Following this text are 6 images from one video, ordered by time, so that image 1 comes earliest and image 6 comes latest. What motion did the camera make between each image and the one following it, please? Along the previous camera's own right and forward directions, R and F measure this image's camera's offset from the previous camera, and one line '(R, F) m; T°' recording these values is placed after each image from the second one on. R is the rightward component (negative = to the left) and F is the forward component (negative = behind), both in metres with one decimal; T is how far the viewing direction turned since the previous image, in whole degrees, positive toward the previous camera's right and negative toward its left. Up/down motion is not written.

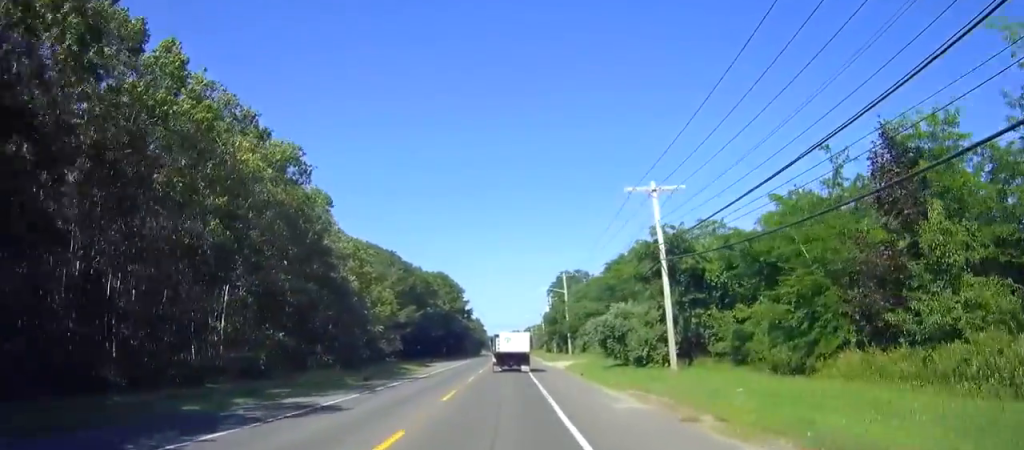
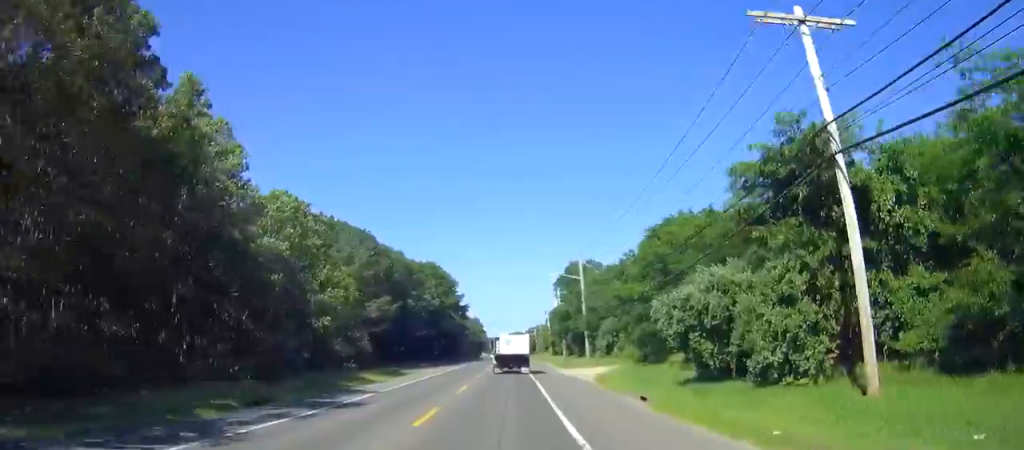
(-0.2, +18.7) m; -1°
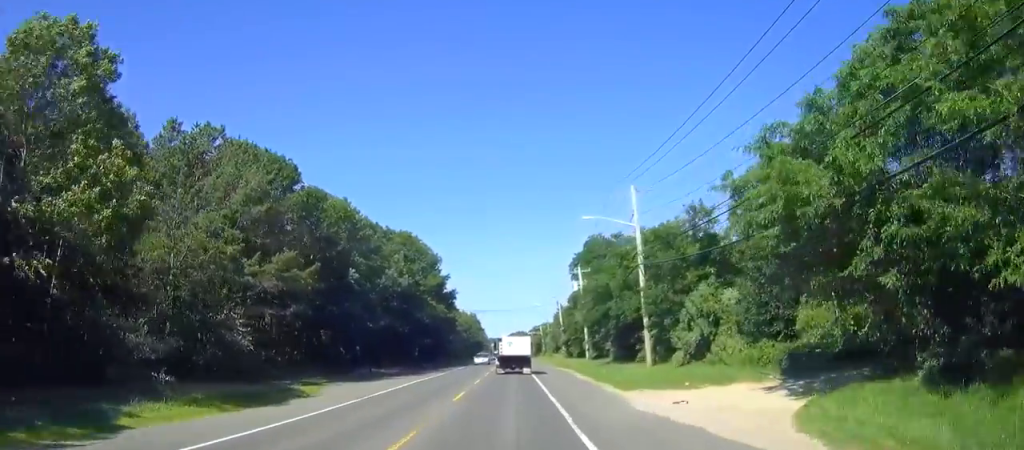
(0.0, +29.7) m; 0°
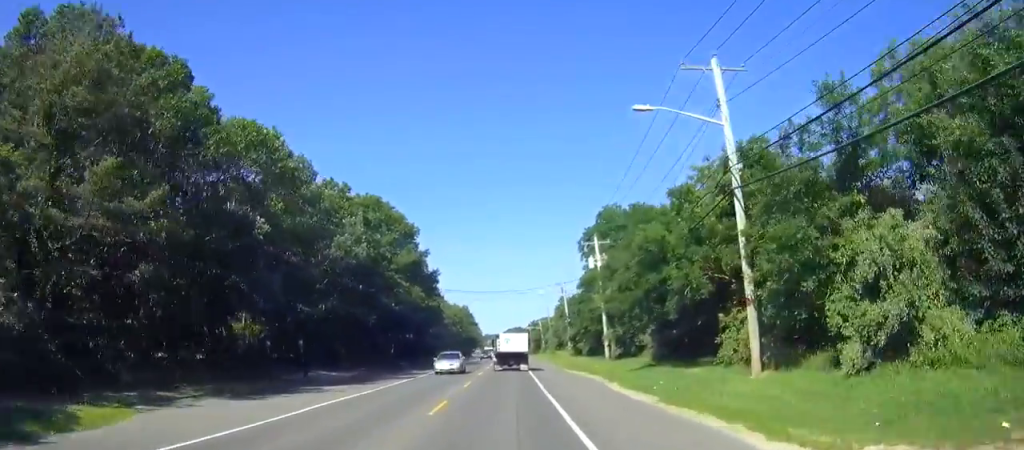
(0.0, +17.7) m; 0°
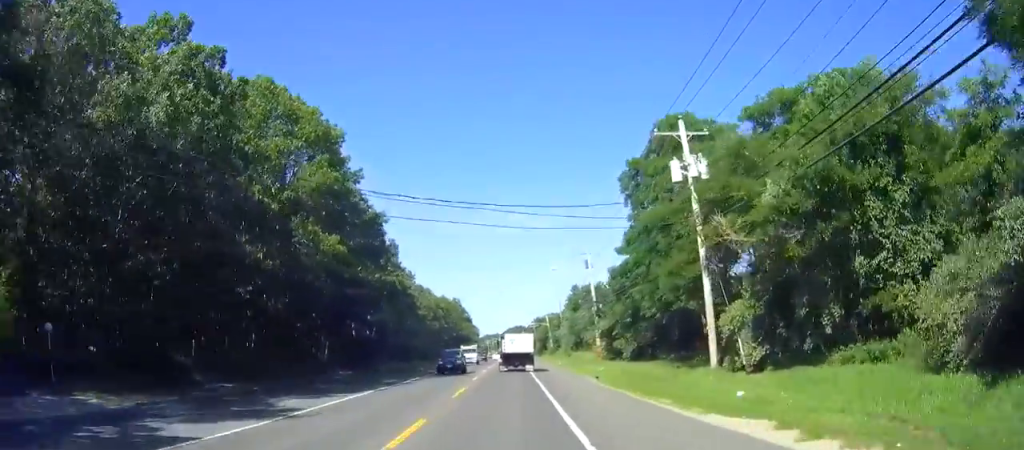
(0.0, +30.4) m; 0°
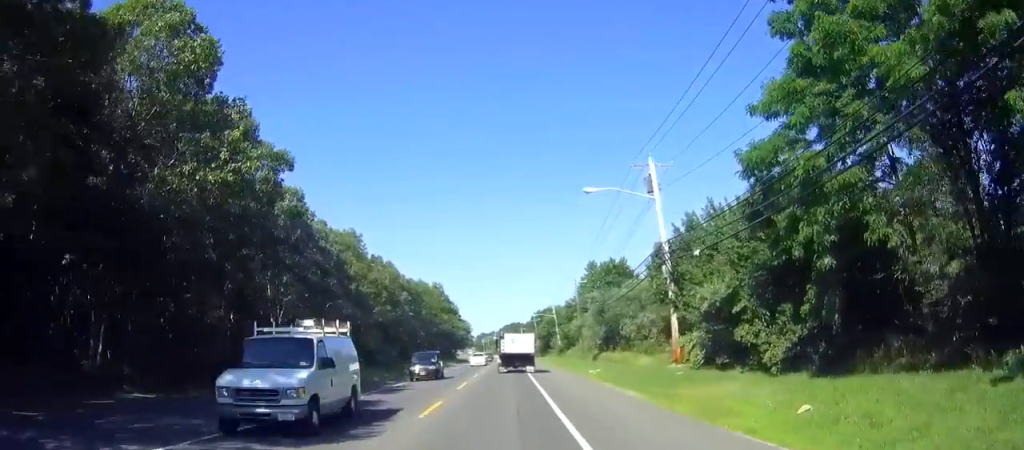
(0.0, +31.1) m; +1°
